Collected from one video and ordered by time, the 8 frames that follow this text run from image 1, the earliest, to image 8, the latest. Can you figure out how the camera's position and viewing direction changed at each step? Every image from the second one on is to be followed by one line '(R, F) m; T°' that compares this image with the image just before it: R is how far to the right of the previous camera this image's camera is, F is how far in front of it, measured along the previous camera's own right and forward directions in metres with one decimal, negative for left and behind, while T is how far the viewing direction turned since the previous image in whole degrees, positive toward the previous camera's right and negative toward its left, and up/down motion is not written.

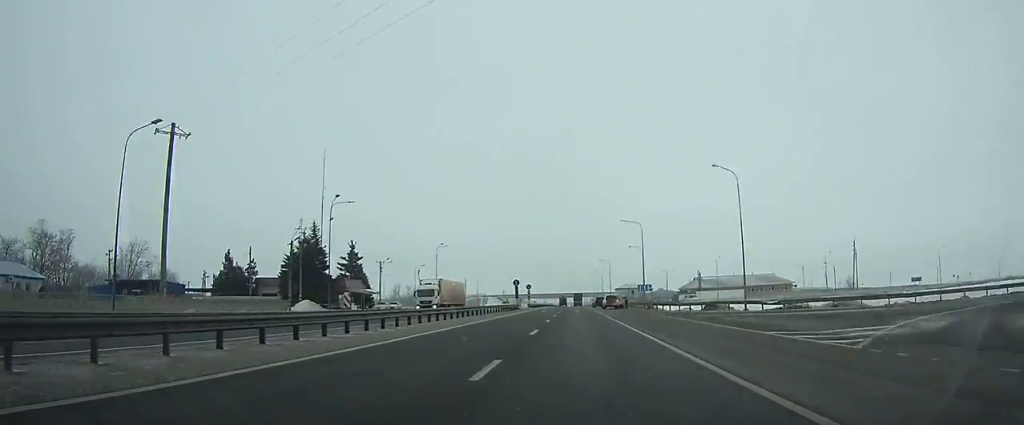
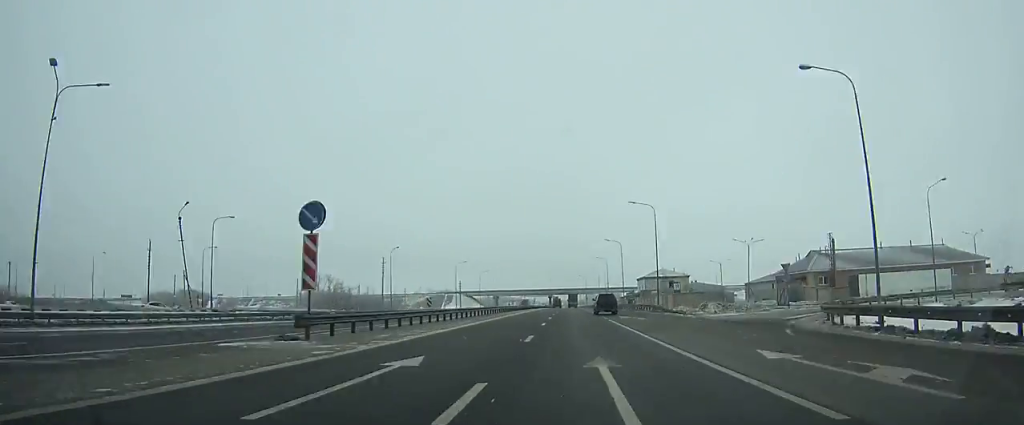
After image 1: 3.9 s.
(-0.5, +88.0) m; 0°
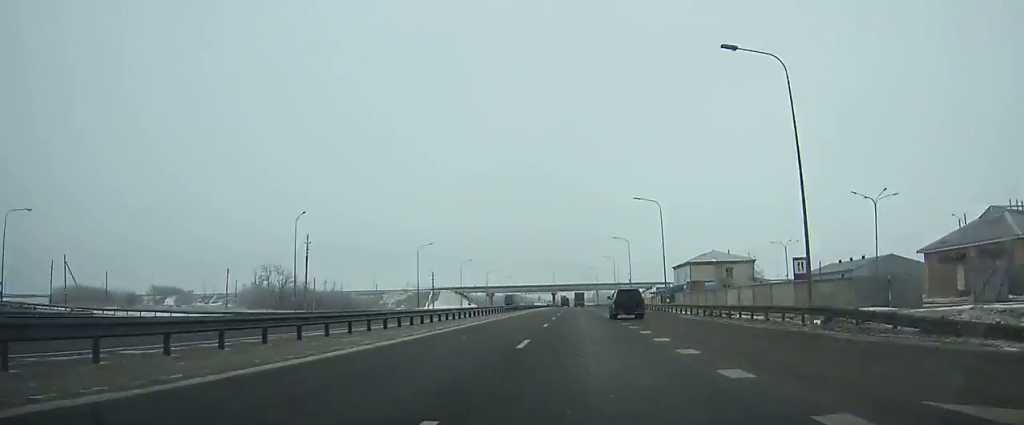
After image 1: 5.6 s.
(0.0, +39.1) m; 0°
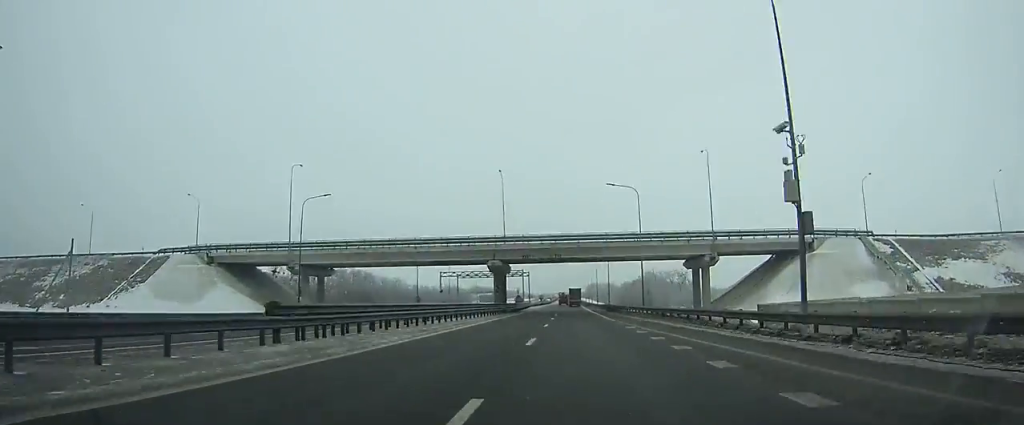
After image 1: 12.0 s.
(+0.7, +153.8) m; +1°
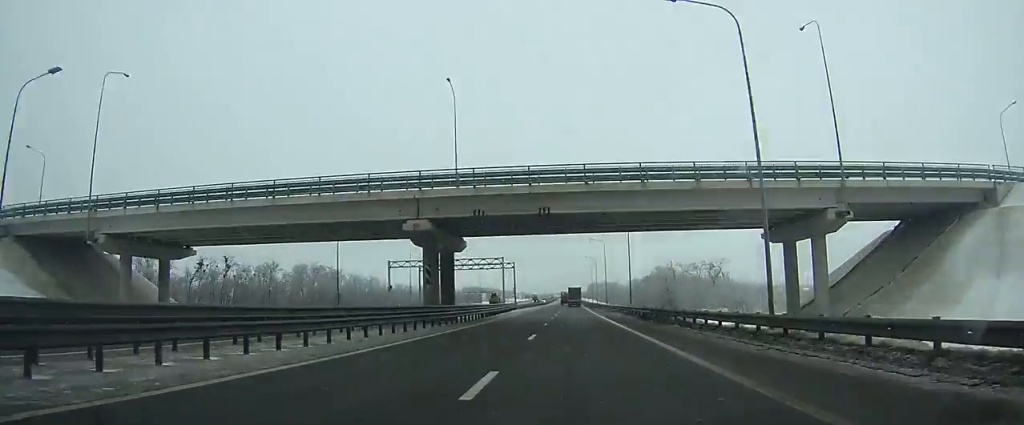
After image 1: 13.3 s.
(+0.1, +32.7) m; 0°
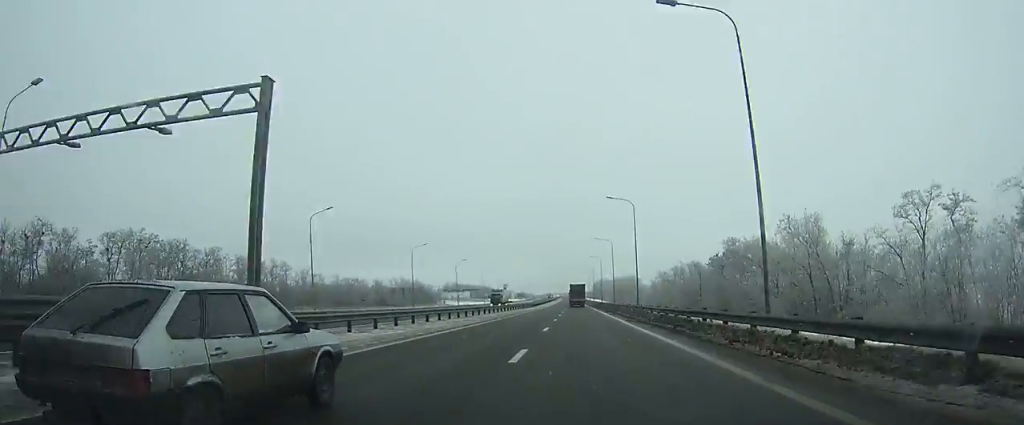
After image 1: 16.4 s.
(+0.2, +78.7) m; 0°
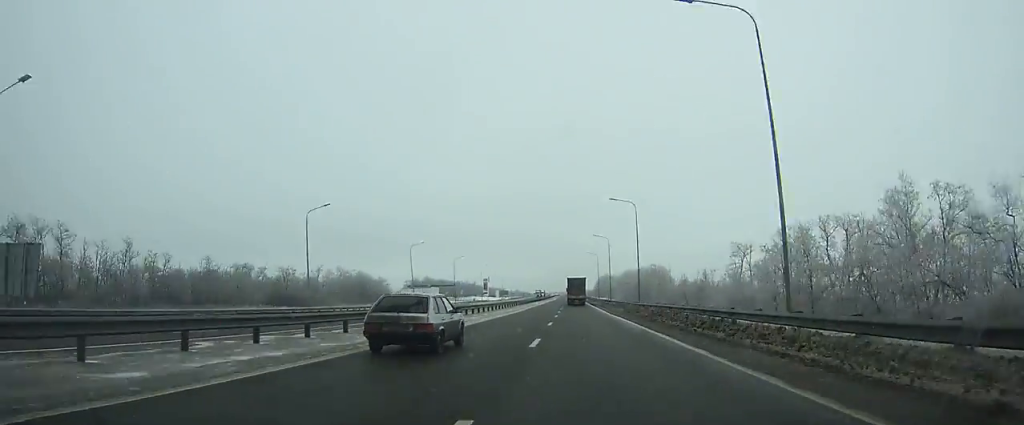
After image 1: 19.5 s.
(0.0, +80.0) m; 0°
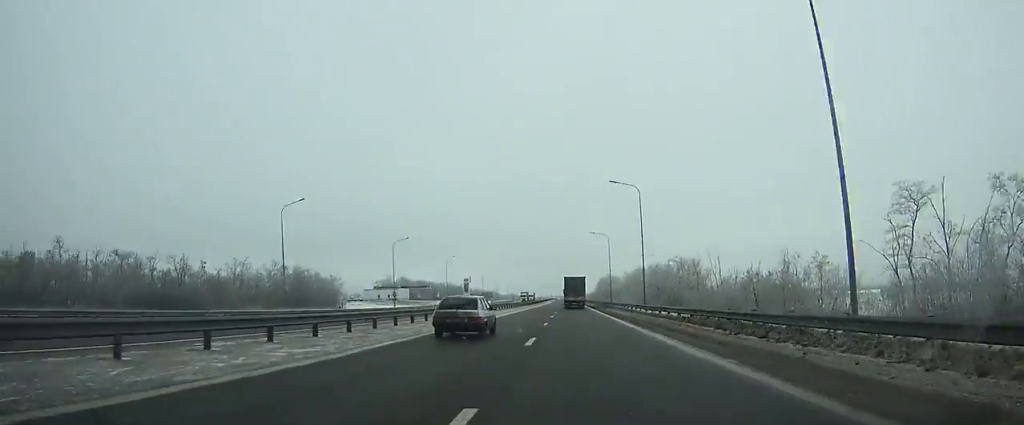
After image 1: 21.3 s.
(+0.1, +46.8) m; 0°
